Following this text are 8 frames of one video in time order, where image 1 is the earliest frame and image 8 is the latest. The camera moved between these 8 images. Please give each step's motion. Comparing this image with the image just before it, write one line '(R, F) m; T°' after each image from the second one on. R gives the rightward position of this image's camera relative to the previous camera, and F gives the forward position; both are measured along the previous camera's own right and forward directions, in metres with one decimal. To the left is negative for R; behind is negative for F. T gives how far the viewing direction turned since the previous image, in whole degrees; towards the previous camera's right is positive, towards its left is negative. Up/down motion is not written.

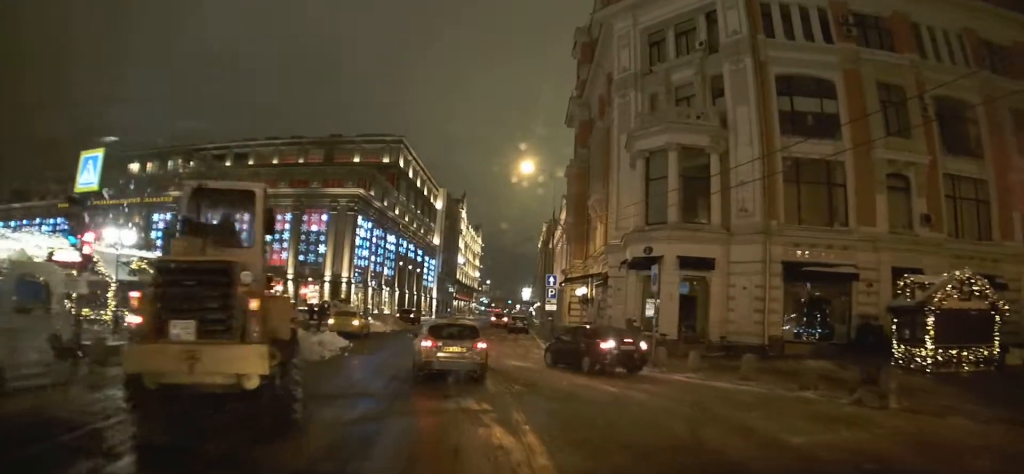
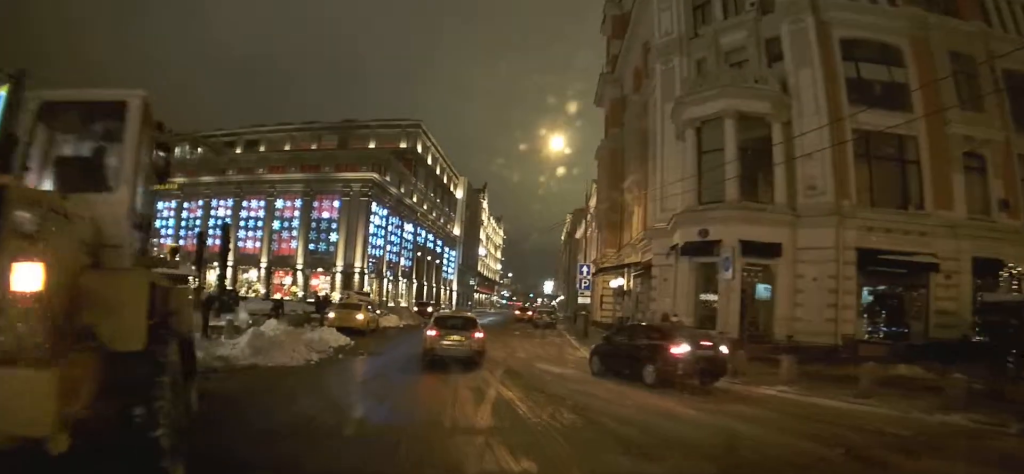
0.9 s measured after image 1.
(0.0, +2.2) m; -3°
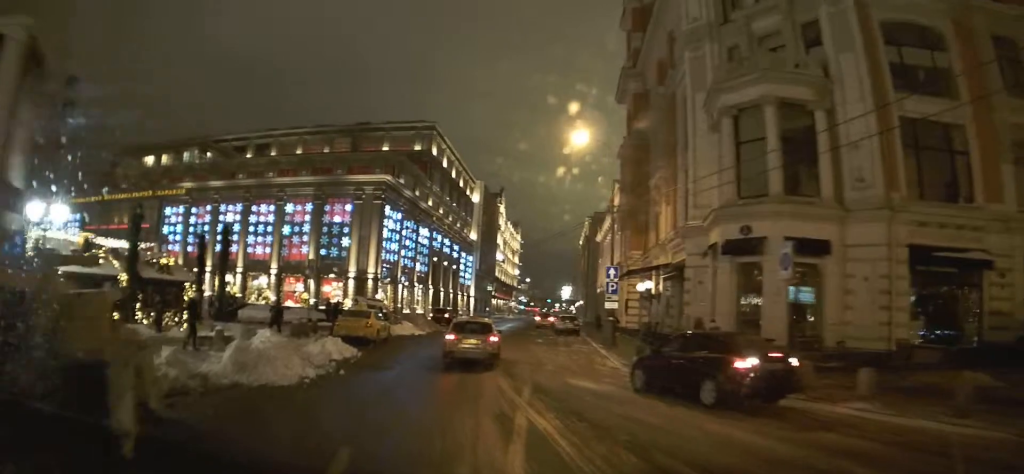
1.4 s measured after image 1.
(0.0, +1.2) m; -3°
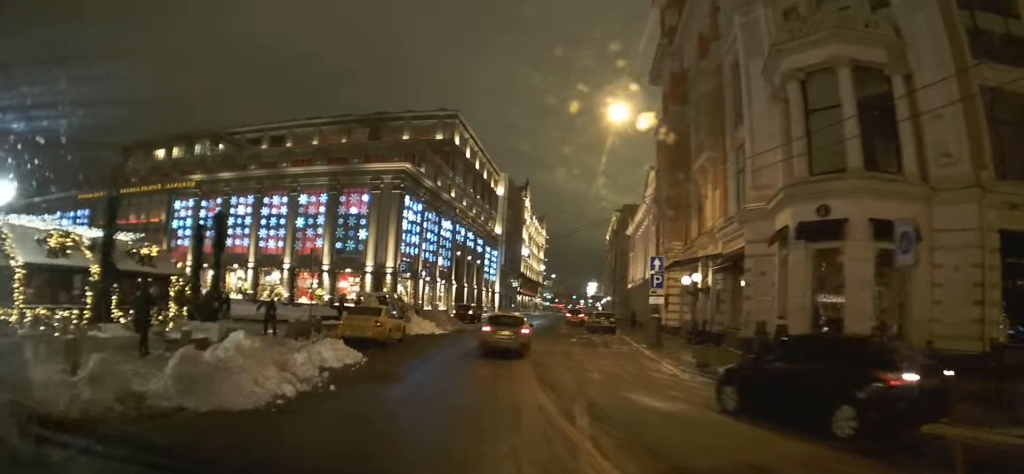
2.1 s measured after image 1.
(-0.1, +1.8) m; -4°
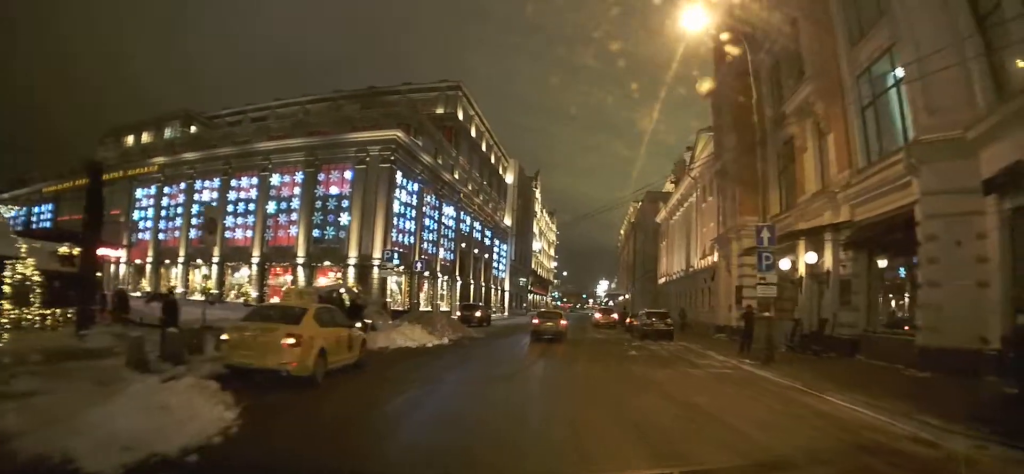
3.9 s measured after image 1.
(-0.4, +5.3) m; -6°
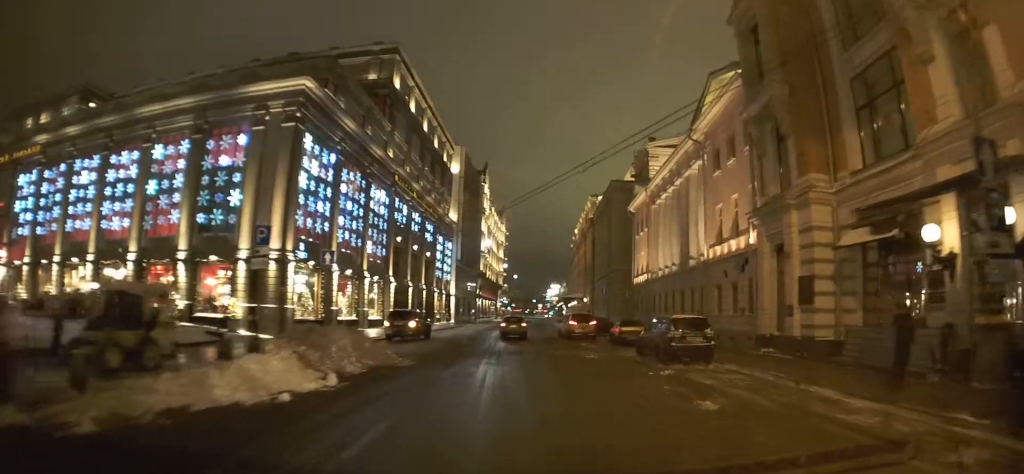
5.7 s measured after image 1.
(-0.1, +5.7) m; 0°
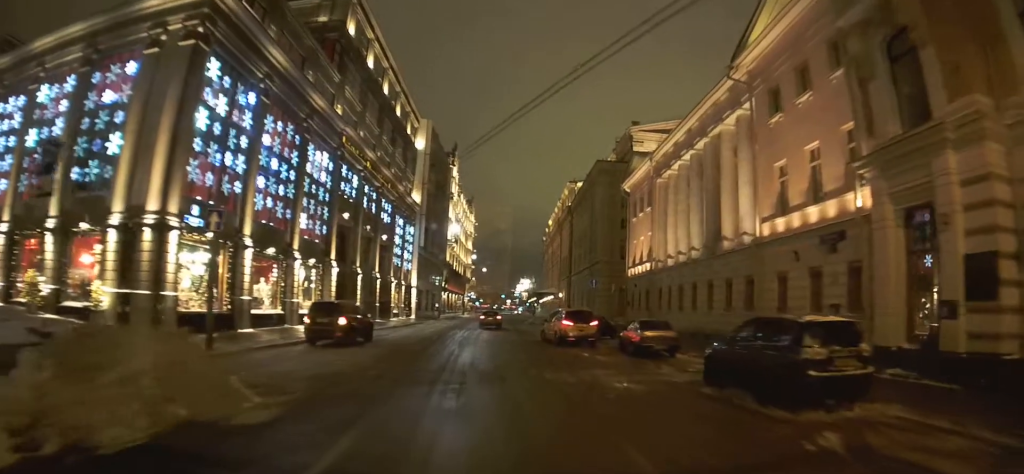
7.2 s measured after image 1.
(+0.2, +4.7) m; +6°
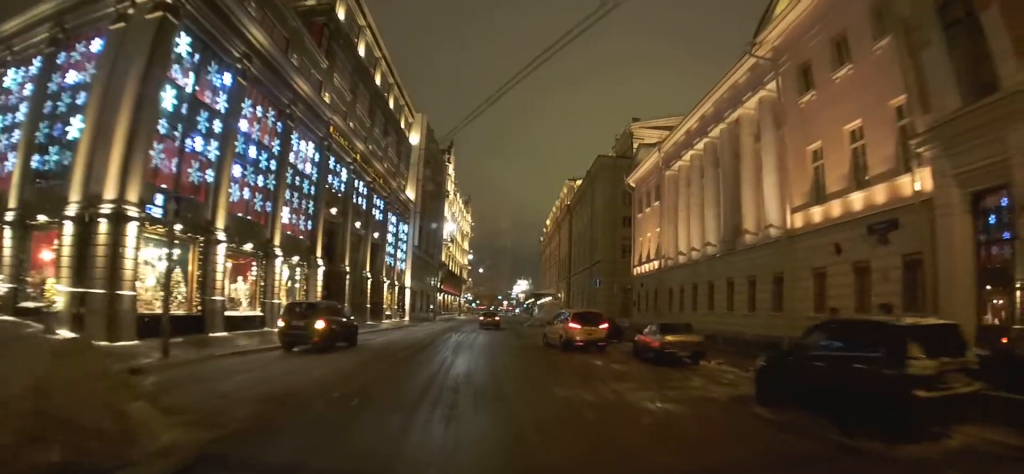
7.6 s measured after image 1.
(0.0, +1.3) m; +3°
